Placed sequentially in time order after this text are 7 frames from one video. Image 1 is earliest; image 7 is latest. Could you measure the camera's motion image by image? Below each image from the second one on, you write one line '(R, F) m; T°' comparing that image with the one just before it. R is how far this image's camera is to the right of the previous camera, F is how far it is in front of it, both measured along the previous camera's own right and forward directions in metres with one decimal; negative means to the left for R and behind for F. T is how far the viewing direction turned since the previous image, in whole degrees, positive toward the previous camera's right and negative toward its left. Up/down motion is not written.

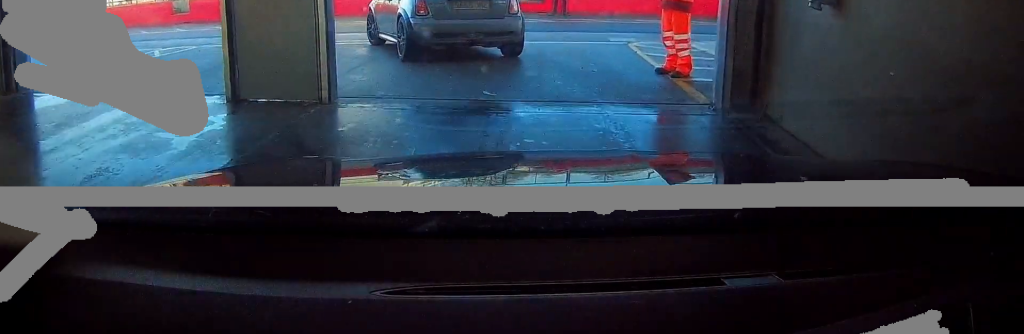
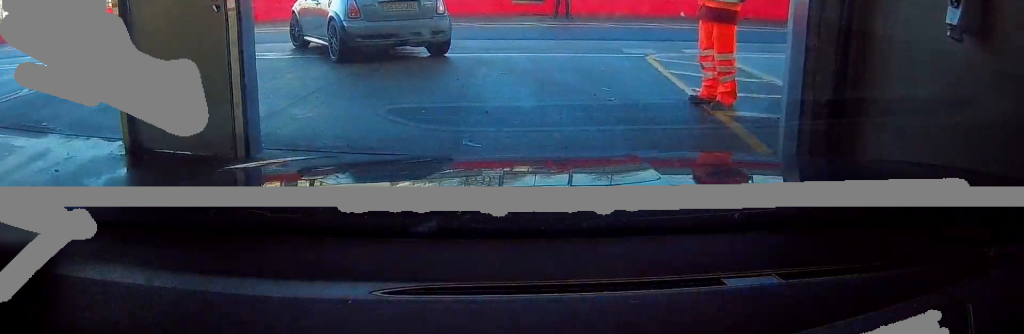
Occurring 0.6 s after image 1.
(+0.1, +1.6) m; +1°
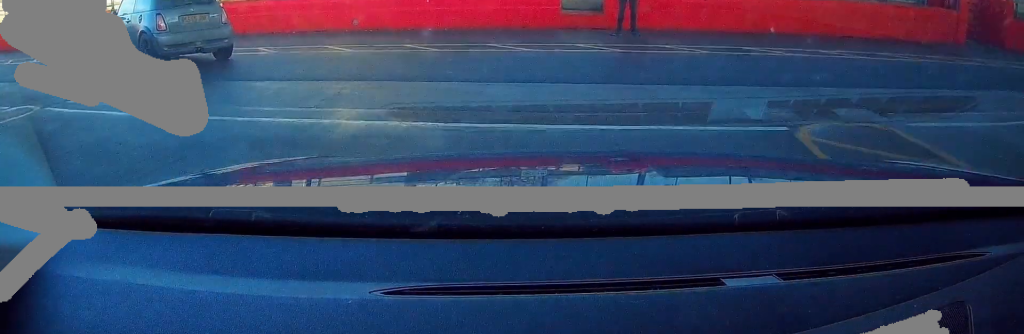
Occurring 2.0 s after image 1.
(-0.3, +4.0) m; -12°
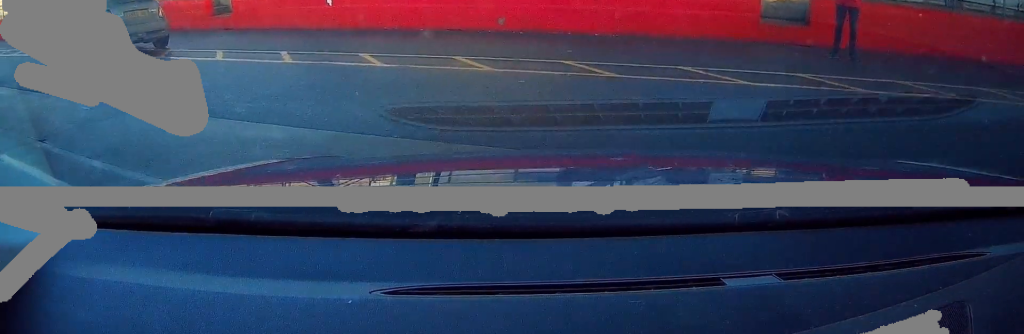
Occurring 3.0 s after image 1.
(-0.3, +3.1) m; -15°
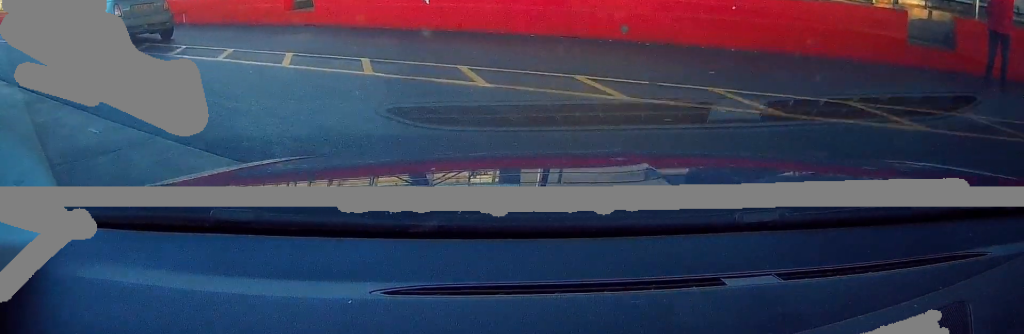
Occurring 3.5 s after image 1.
(0.0, +1.5) m; -7°
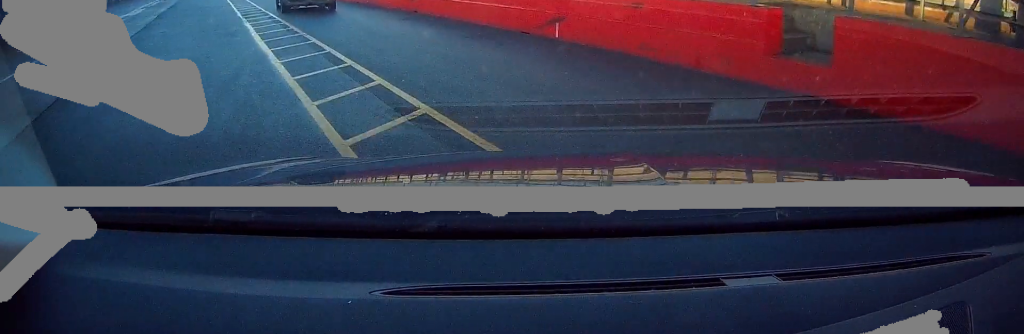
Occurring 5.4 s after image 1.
(-1.7, +7.8) m; -28°
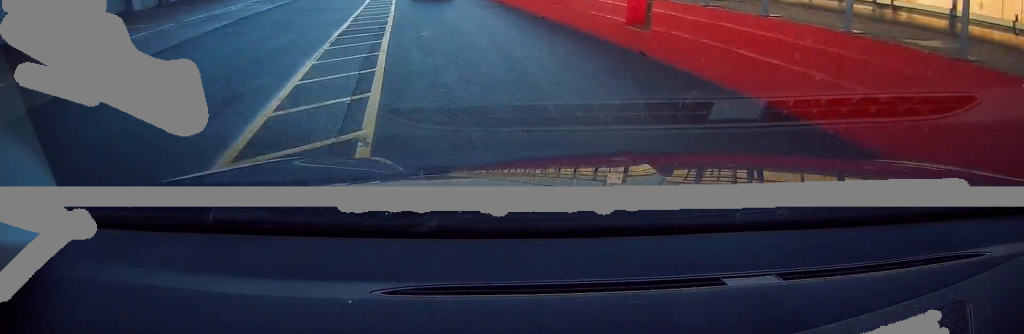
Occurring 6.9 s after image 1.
(-1.7, +7.6) m; -19°
